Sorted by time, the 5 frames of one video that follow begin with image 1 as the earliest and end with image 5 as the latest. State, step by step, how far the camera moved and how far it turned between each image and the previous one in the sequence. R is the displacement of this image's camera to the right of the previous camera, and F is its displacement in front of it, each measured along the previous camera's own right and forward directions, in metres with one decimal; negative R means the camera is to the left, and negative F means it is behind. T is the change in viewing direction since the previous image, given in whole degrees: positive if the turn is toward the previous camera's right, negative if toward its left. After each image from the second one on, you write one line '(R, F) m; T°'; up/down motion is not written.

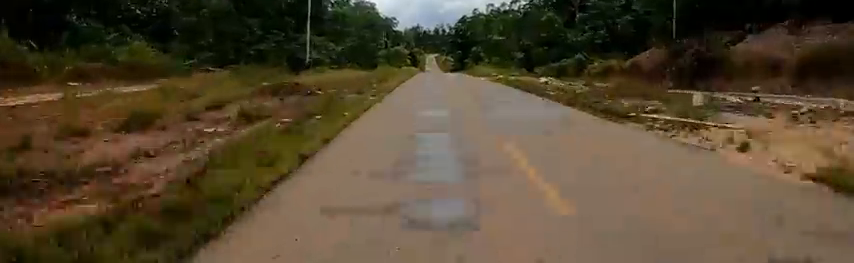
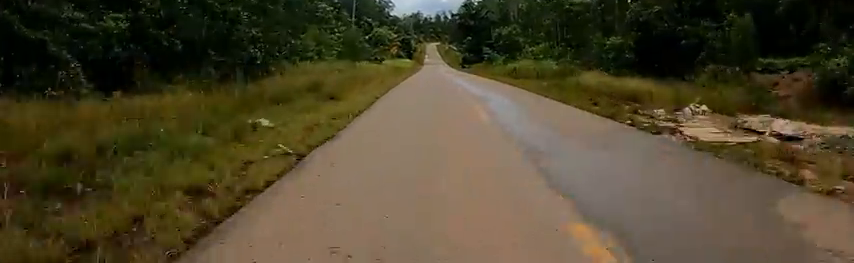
(0.0, +35.2) m; -1°
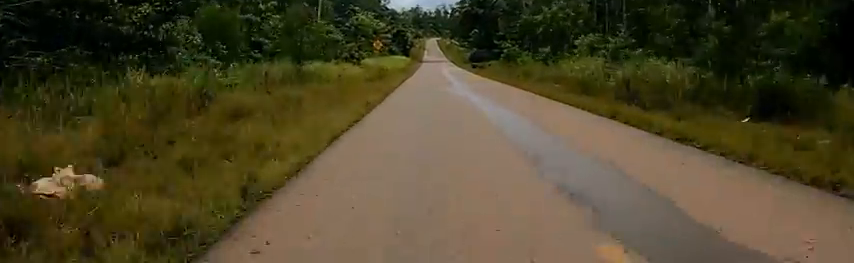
(-0.2, +17.3) m; -1°
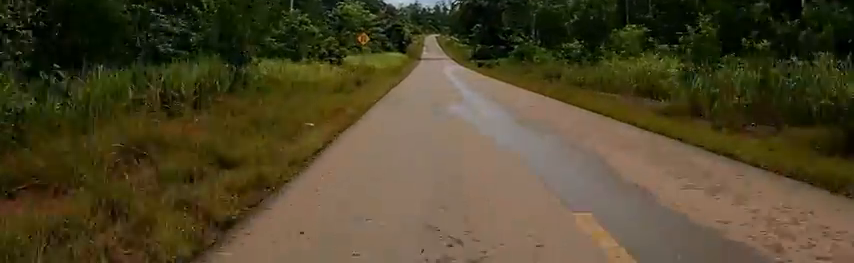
(0.0, +7.4) m; -1°
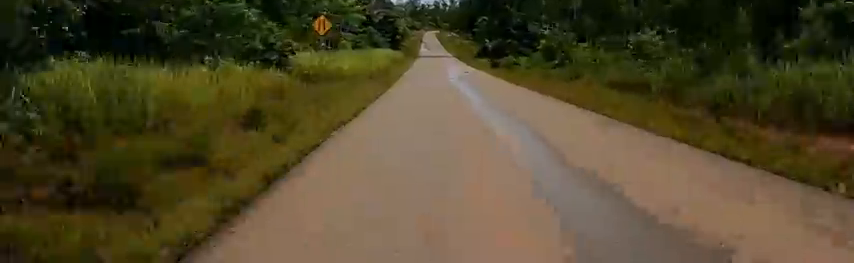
(0.0, +10.9) m; -1°
